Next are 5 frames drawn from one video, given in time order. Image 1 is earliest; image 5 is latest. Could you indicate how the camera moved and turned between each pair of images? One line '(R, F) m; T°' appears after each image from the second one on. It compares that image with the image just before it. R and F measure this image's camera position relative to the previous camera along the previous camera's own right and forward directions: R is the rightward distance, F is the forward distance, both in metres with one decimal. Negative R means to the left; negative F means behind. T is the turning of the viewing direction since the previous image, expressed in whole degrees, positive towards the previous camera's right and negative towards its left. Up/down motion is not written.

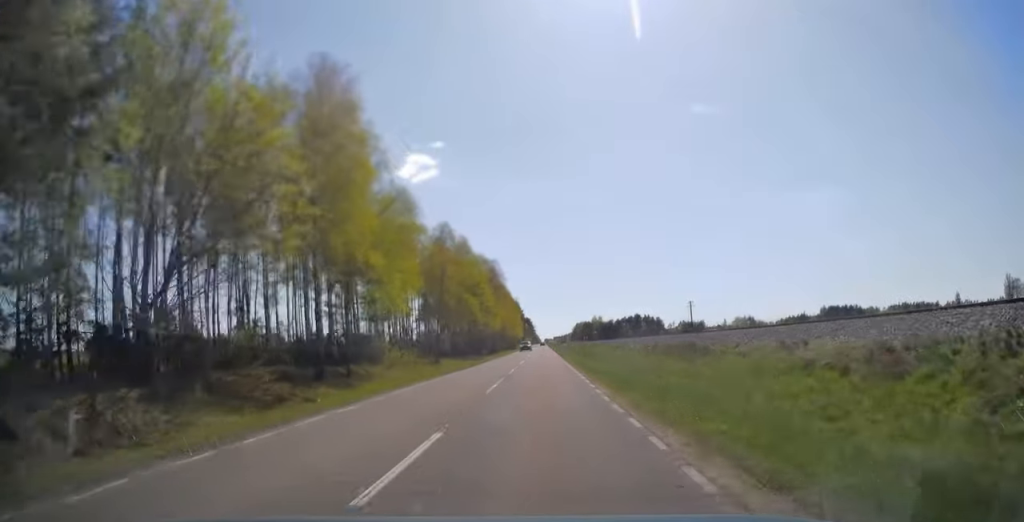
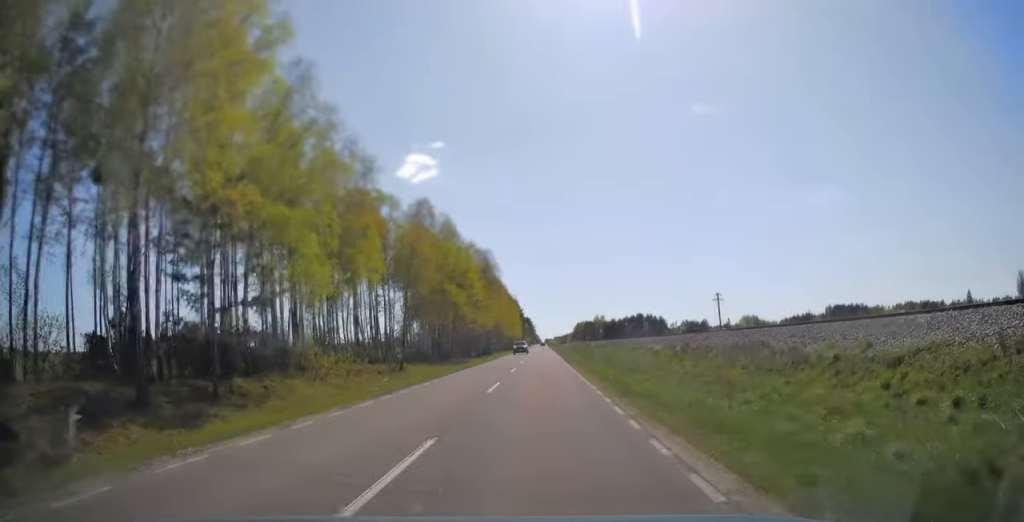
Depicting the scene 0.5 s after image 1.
(0.0, +12.4) m; 0°
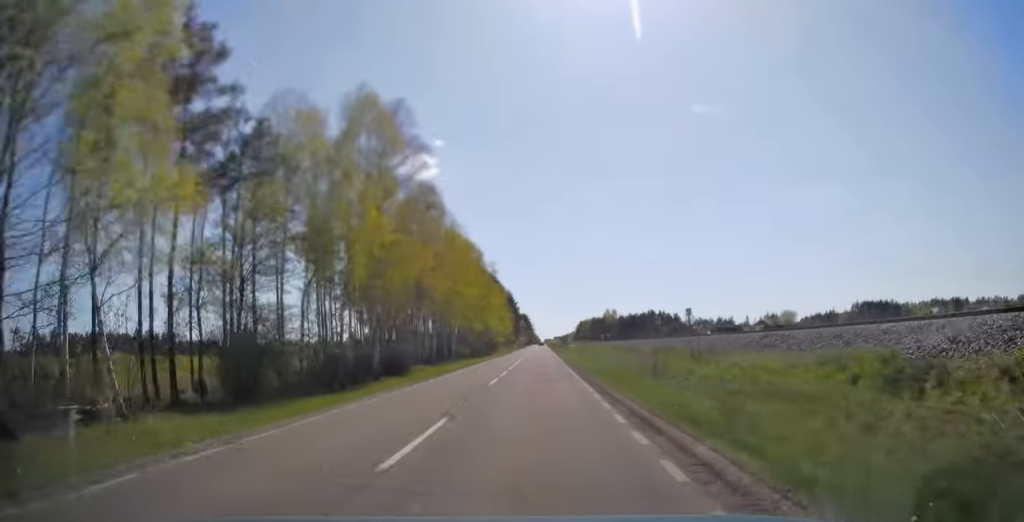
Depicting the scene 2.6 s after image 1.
(-0.1, +58.0) m; 0°
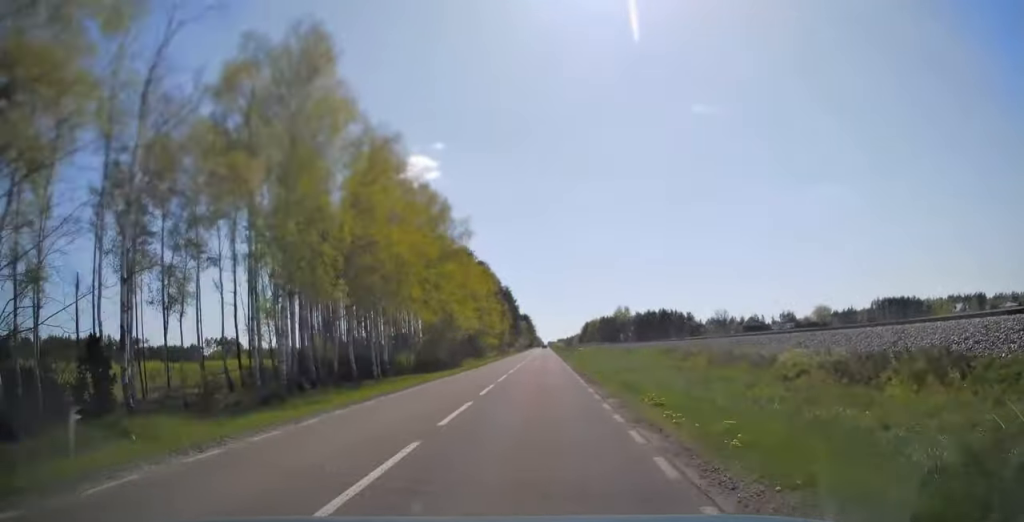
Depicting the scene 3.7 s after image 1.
(-0.1, +32.5) m; 0°
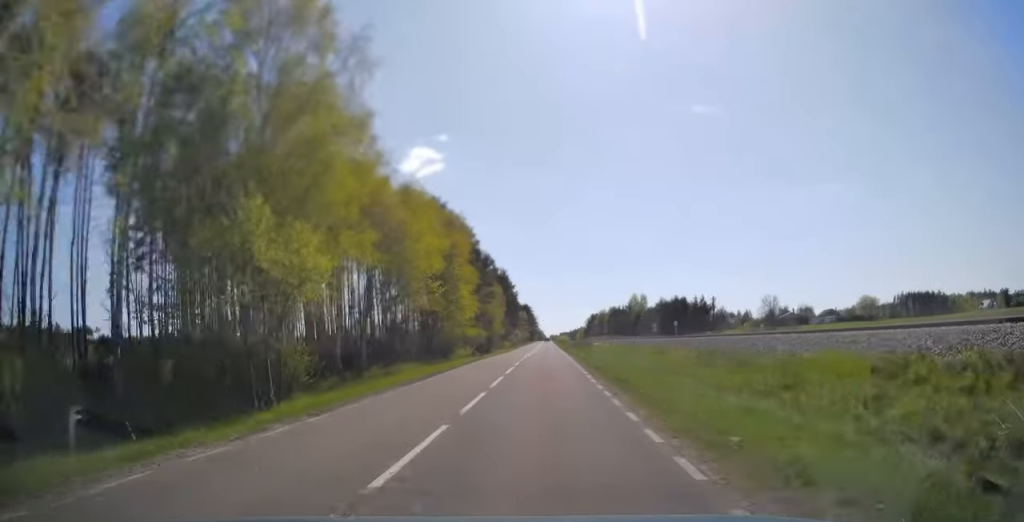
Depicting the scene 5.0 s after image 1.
(0.0, +34.7) m; 0°
